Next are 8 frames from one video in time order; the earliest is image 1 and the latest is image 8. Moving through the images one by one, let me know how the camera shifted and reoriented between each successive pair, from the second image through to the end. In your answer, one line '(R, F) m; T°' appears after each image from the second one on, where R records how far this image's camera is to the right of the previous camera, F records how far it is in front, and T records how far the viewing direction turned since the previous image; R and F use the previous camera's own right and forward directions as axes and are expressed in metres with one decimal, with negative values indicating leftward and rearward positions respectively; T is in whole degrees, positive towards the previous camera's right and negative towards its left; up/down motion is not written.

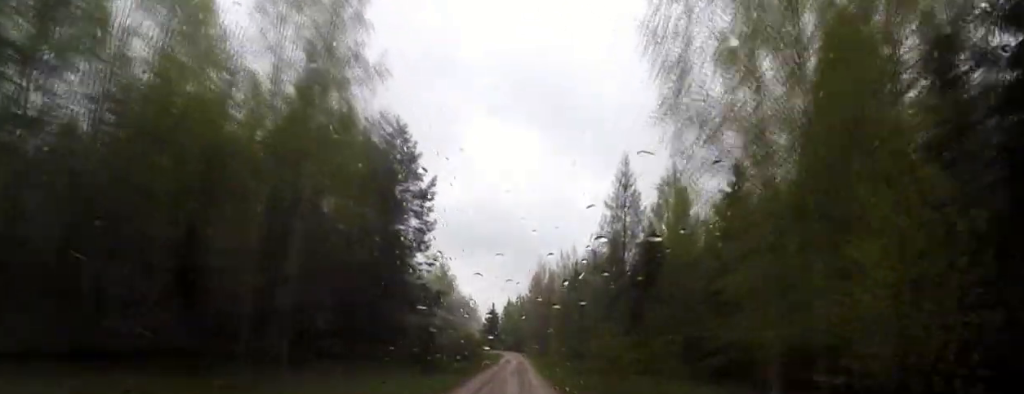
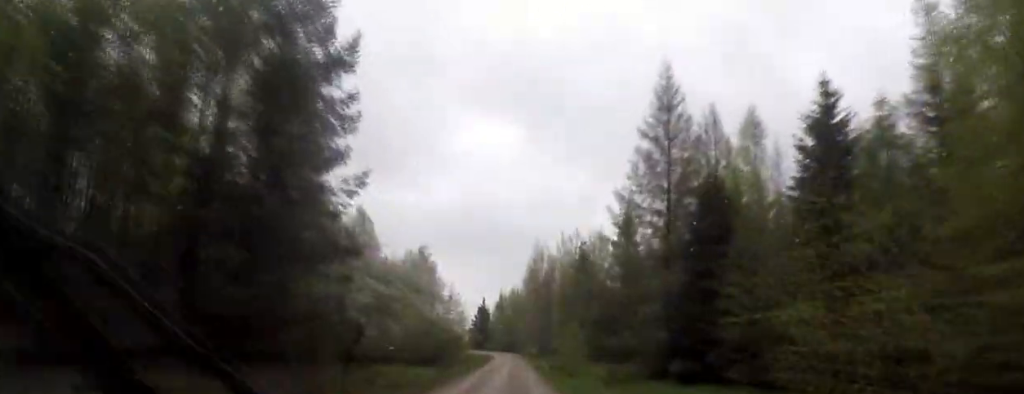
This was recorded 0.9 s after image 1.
(+0.5, +17.9) m; +3°
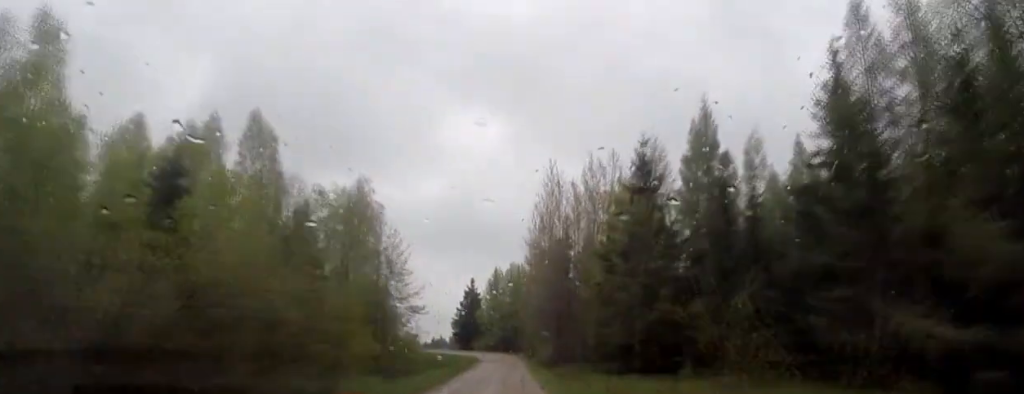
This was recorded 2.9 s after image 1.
(+0.8, +36.6) m; 0°
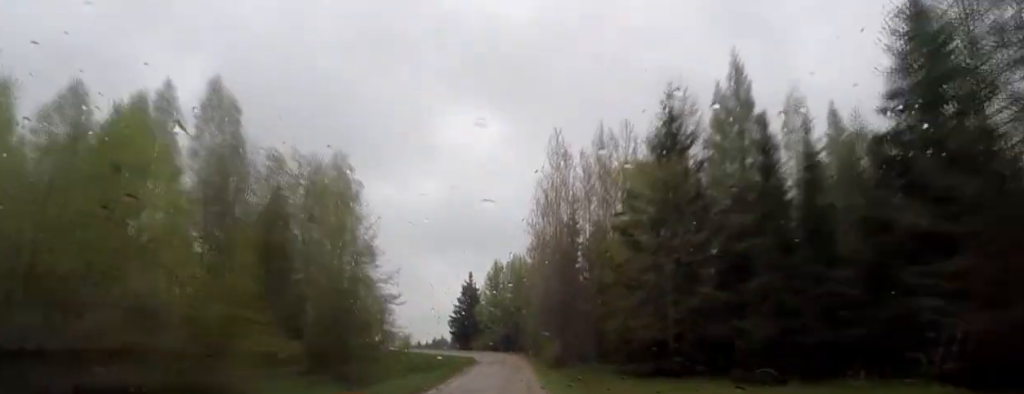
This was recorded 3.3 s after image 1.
(-0.1, +7.5) m; -1°
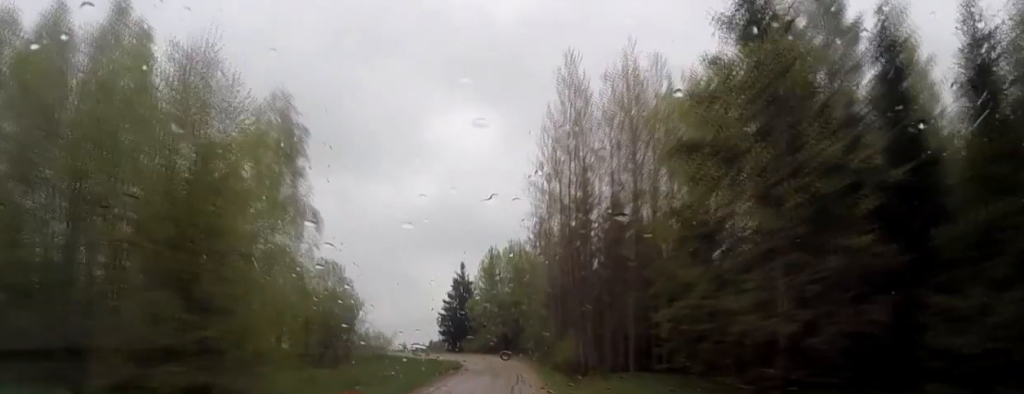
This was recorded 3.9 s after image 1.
(0.0, +12.3) m; -1°
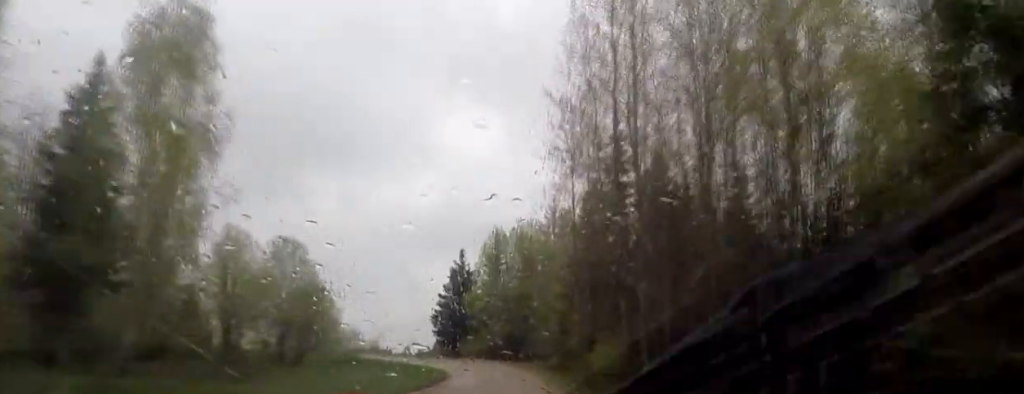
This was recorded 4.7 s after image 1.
(-0.1, +13.1) m; -1°
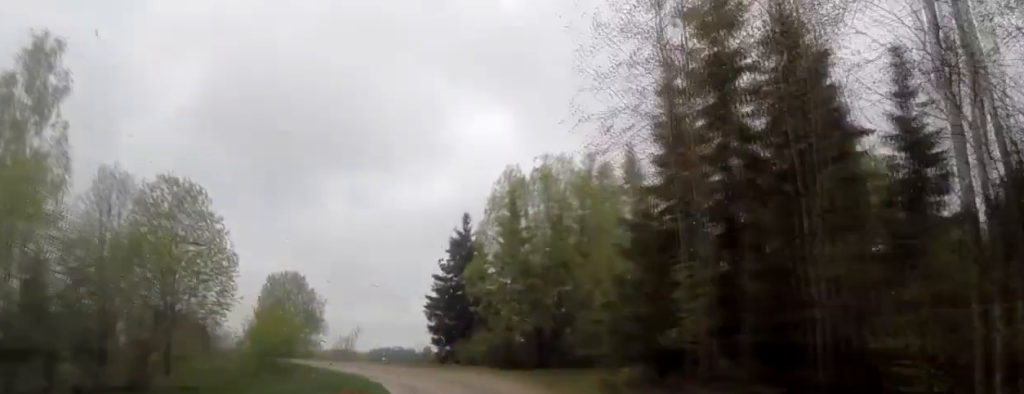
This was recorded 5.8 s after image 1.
(-0.2, +19.3) m; -1°
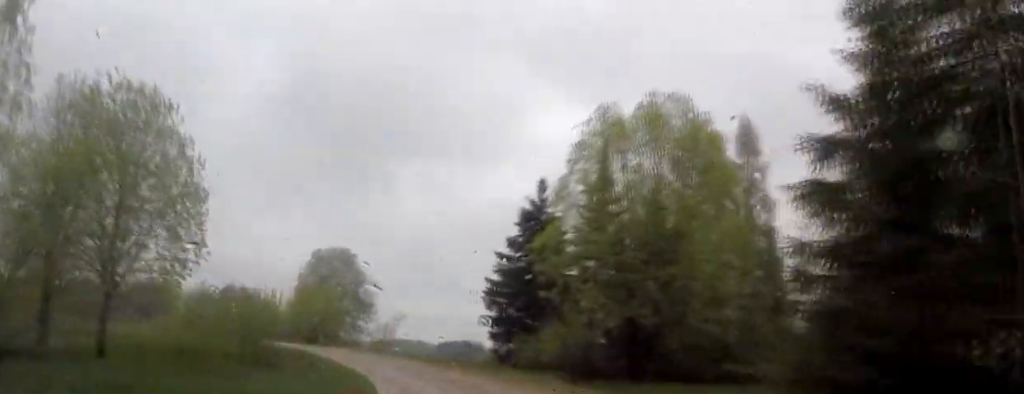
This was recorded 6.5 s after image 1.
(0.0, +10.8) m; -2°
